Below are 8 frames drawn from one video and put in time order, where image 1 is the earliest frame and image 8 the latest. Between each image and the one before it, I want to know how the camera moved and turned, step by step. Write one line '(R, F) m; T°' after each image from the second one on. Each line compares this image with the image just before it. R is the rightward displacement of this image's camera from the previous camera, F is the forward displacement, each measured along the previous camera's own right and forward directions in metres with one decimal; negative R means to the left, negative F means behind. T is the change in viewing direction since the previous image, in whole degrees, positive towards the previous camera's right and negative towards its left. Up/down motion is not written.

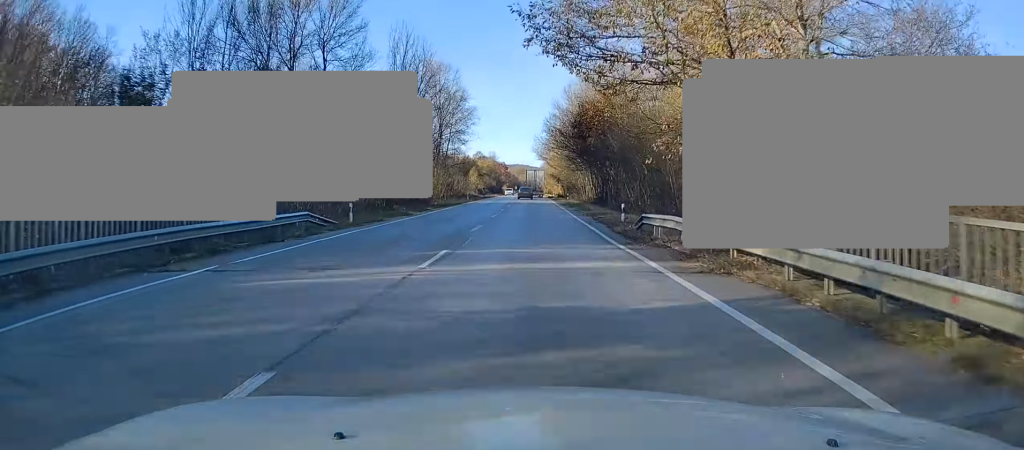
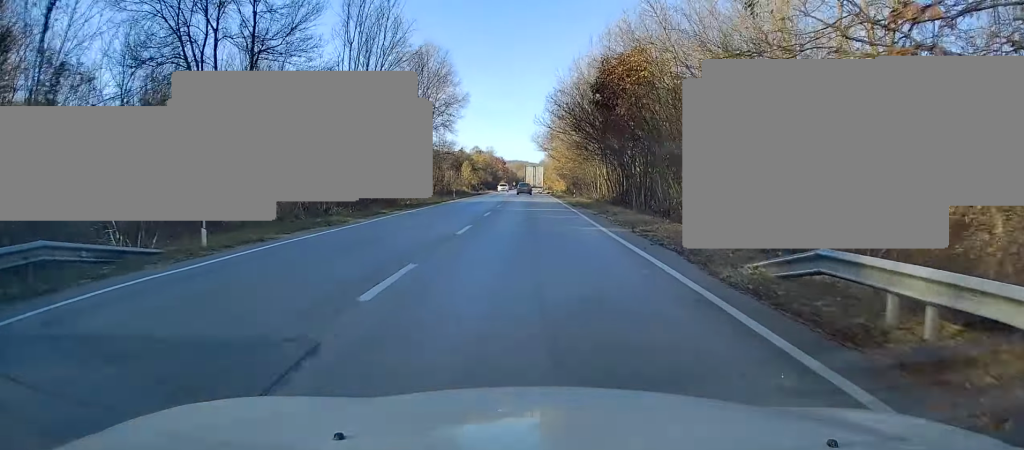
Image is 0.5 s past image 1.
(+0.2, +12.6) m; 0°
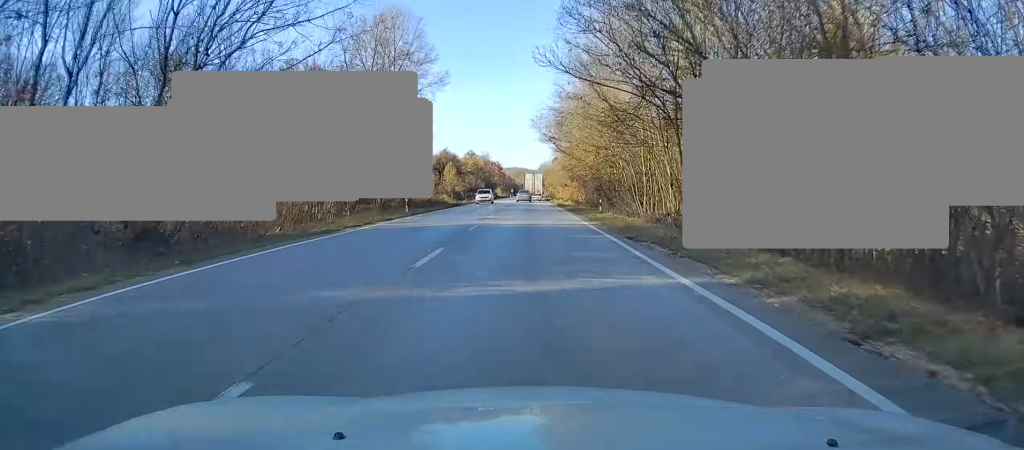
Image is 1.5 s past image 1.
(+0.1, +23.6) m; 0°
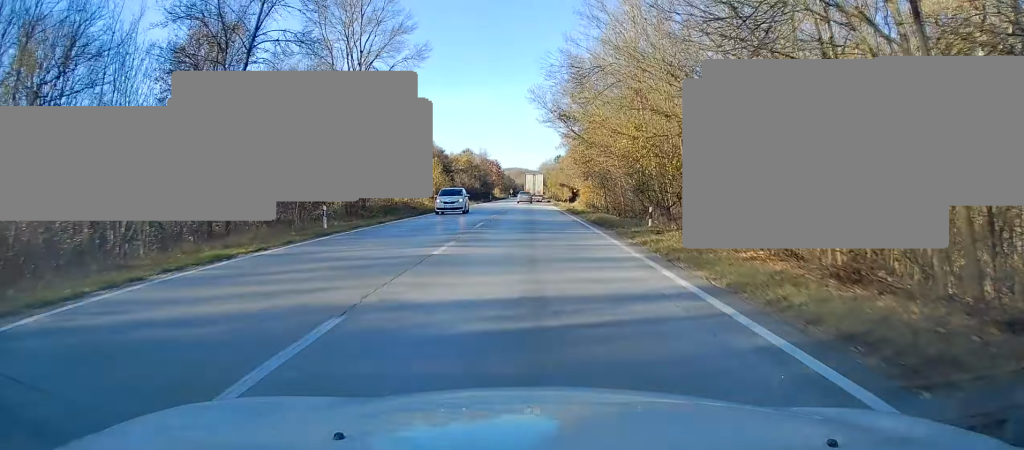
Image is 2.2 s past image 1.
(-0.2, +15.8) m; 0°
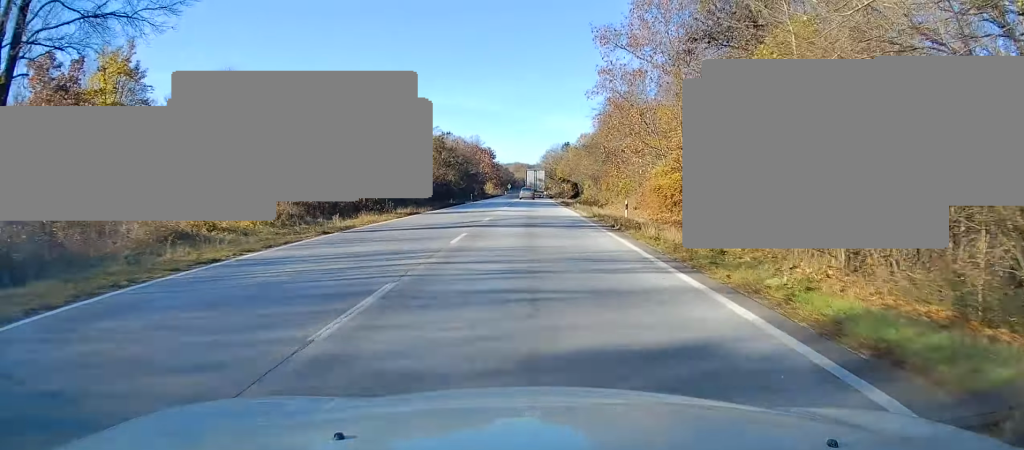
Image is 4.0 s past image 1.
(-0.1, +42.7) m; 0°
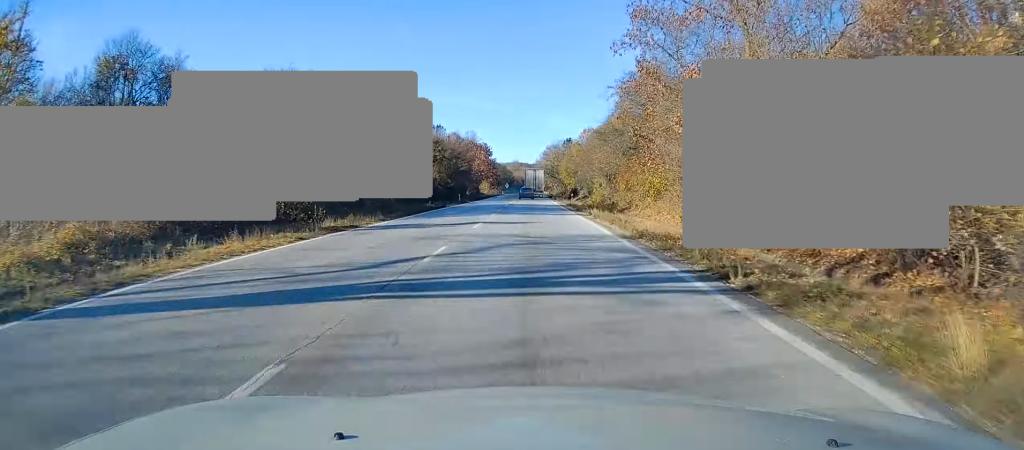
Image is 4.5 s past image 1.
(+0.2, +12.5) m; +1°
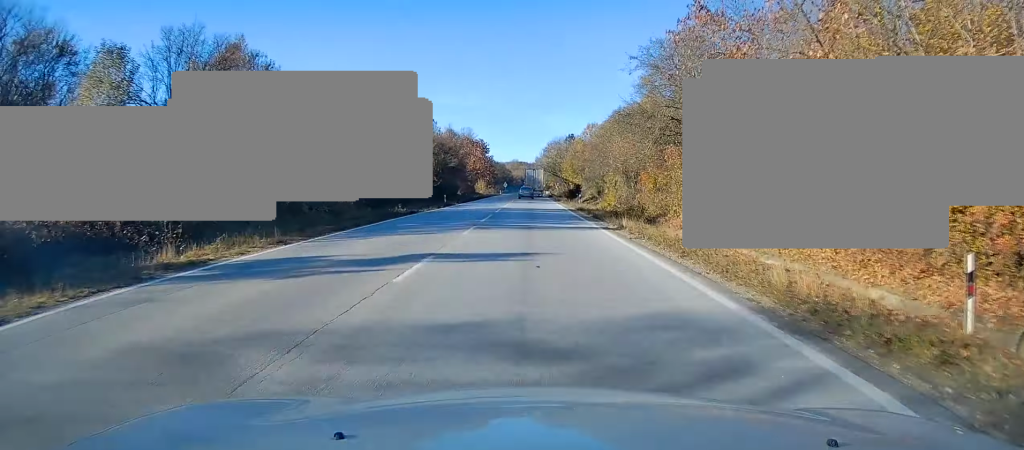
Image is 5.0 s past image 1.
(+0.1, +11.0) m; +1°
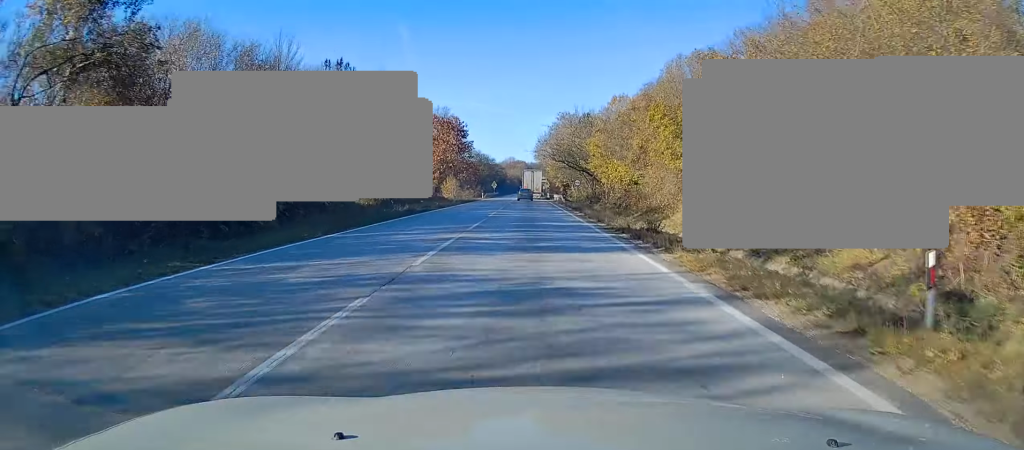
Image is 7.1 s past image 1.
(+0.1, +49.5) m; -1°
